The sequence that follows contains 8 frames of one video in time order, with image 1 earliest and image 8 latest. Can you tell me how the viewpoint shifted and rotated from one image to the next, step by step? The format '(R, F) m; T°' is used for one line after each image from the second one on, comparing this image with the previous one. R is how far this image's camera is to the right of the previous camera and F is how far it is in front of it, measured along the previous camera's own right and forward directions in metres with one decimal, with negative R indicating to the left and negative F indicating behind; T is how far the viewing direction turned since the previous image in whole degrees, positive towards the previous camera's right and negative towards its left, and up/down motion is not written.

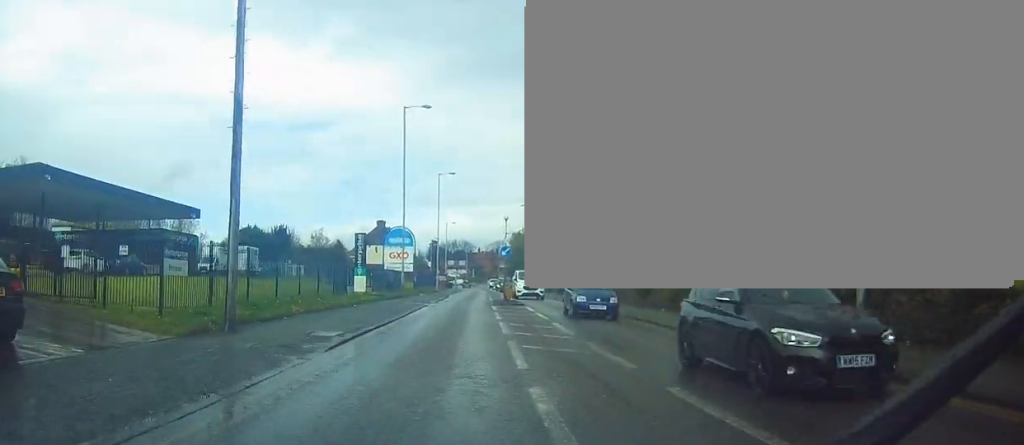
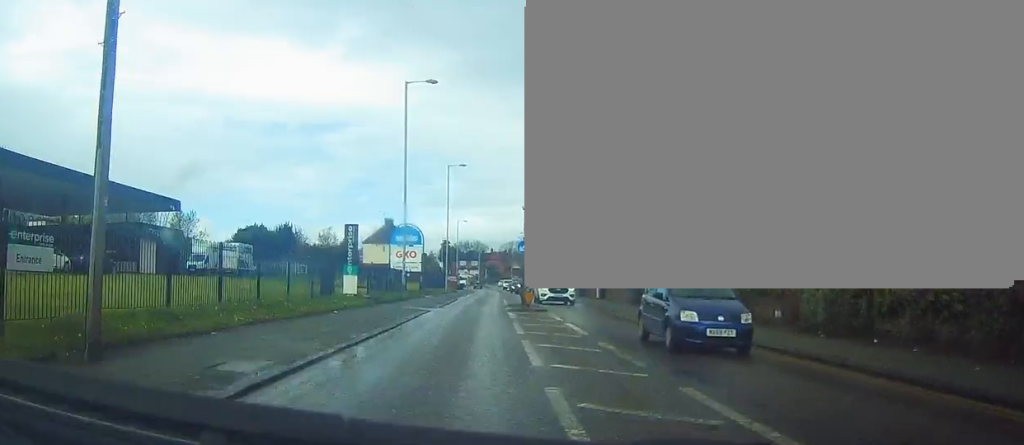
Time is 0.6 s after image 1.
(+0.2, +5.9) m; -1°
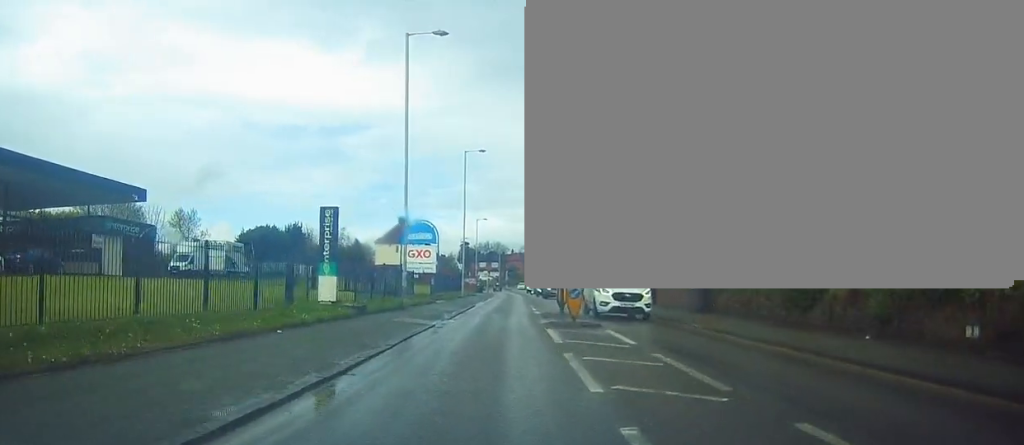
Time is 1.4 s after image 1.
(-0.4, +8.0) m; -1°
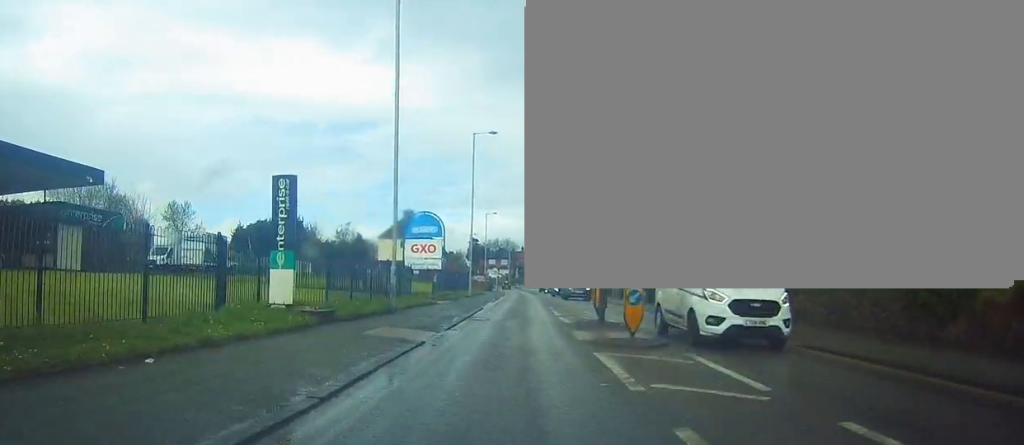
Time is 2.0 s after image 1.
(0.0, +6.1) m; 0°
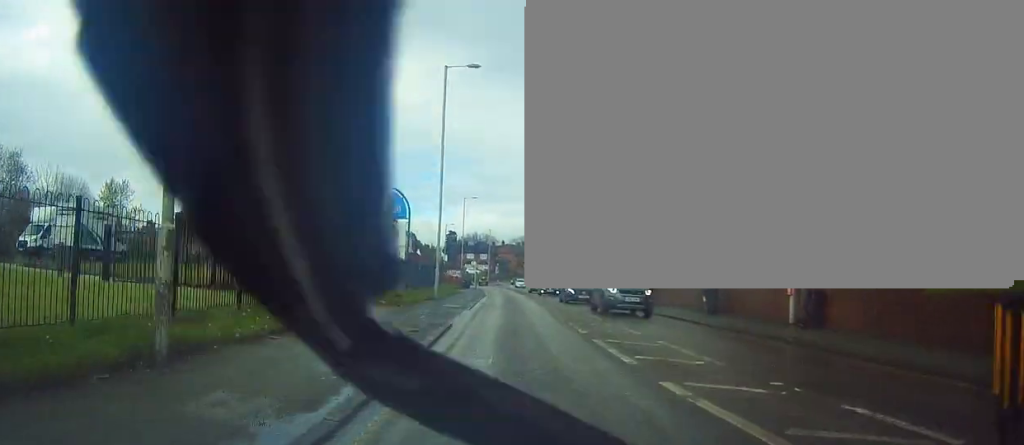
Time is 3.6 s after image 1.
(+0.1, +15.0) m; +1°
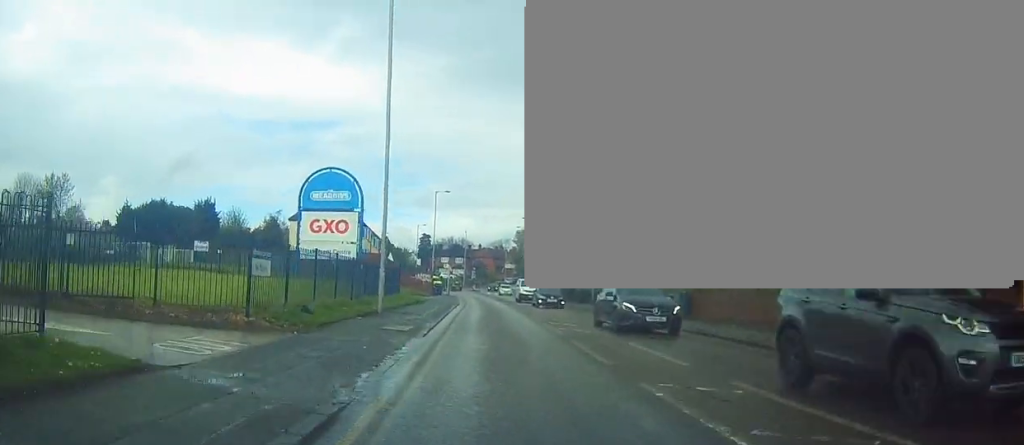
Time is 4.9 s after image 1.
(+0.4, +11.4) m; +1°
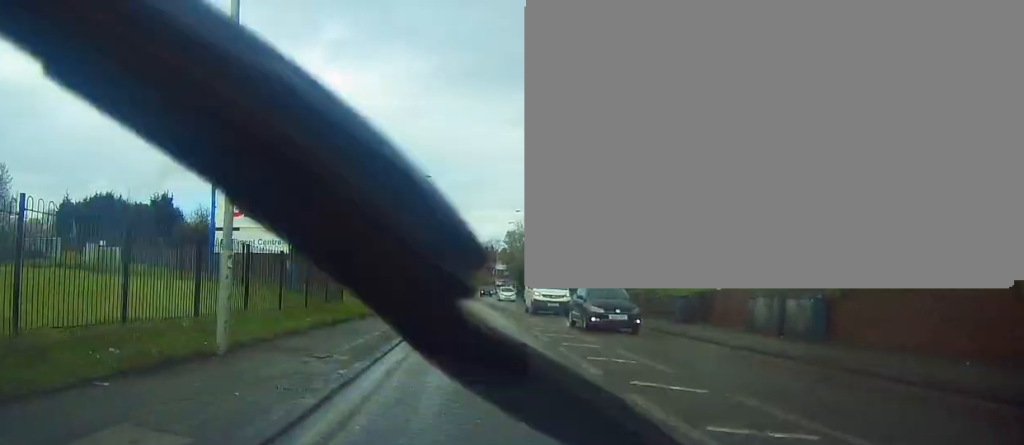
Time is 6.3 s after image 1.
(-0.2, +12.9) m; -1°
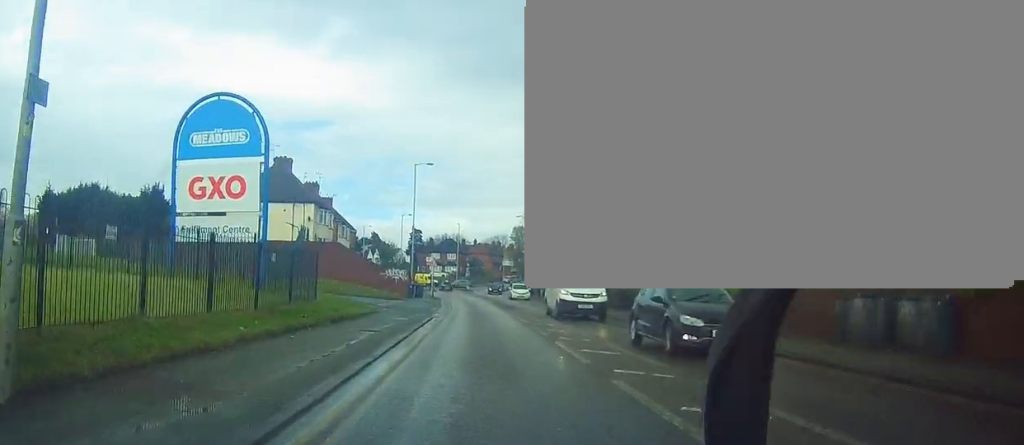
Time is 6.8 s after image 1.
(0.0, +5.0) m; 0°
